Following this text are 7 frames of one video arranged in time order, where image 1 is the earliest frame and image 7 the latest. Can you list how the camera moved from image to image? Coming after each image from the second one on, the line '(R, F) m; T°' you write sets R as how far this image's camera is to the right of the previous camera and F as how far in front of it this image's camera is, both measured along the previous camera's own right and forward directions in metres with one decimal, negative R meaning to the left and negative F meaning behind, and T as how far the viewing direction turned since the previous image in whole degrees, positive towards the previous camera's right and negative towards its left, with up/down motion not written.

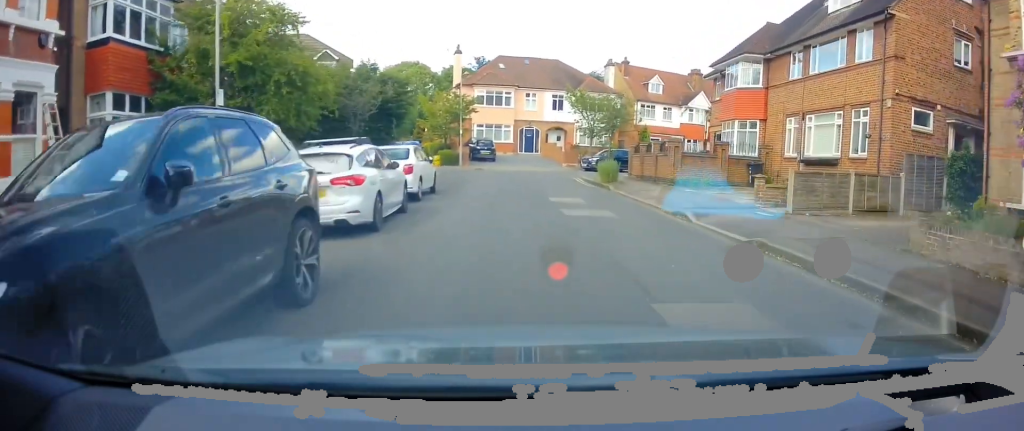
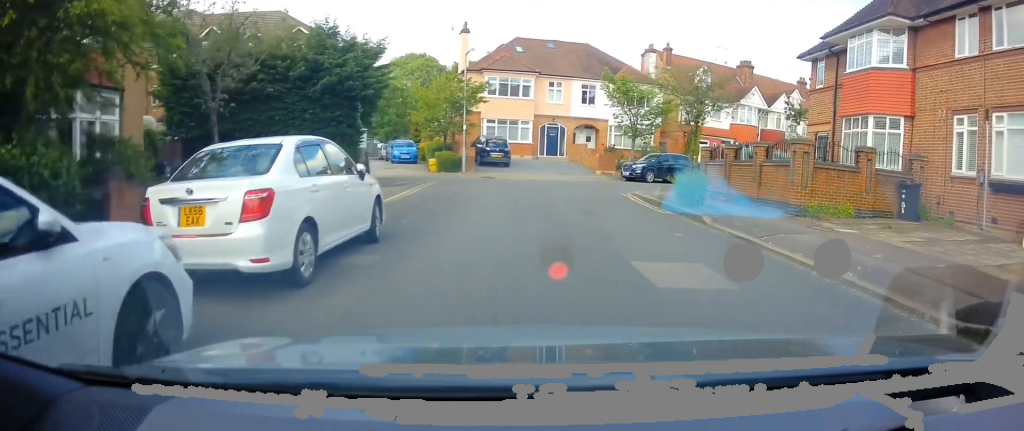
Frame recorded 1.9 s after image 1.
(0.0, +9.8) m; -1°
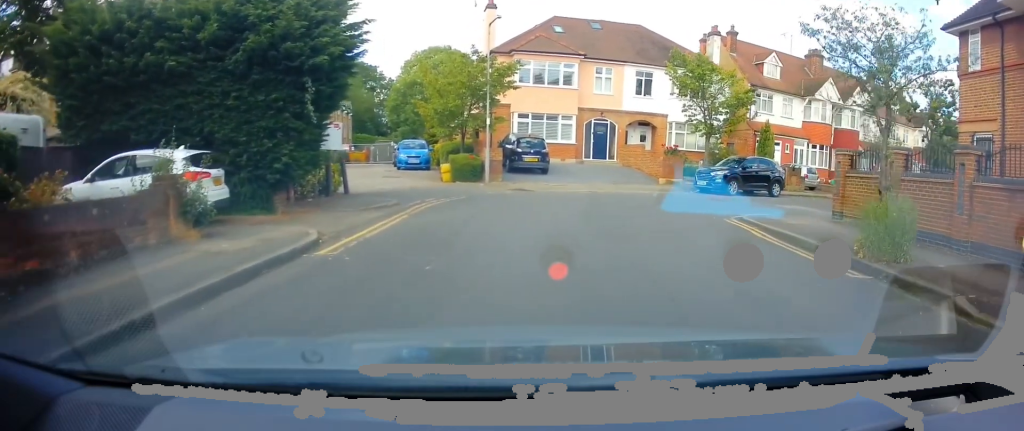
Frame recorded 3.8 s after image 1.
(-0.1, +8.0) m; -4°
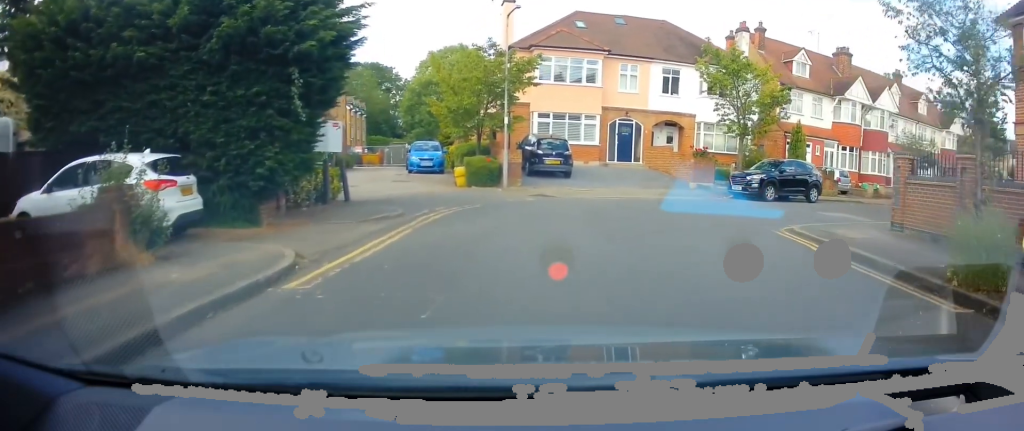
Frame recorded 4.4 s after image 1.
(-0.1, +2.1) m; -2°
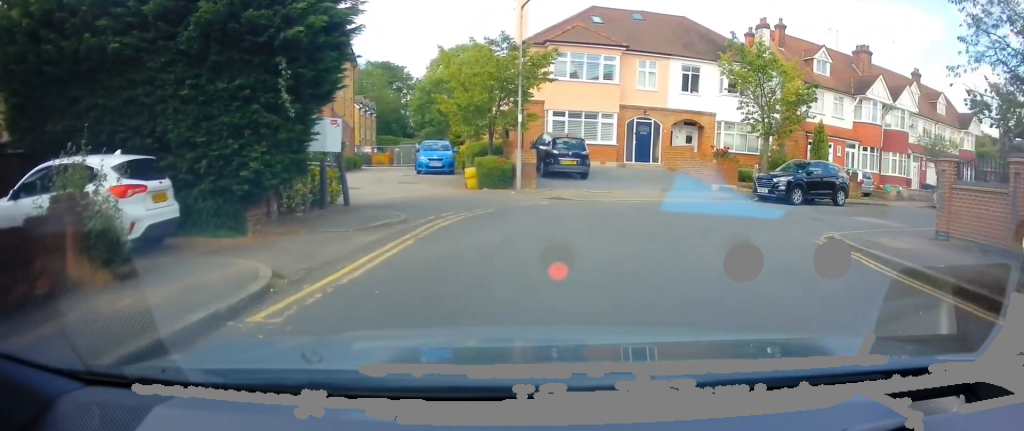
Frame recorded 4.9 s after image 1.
(0.0, +1.3) m; -1°
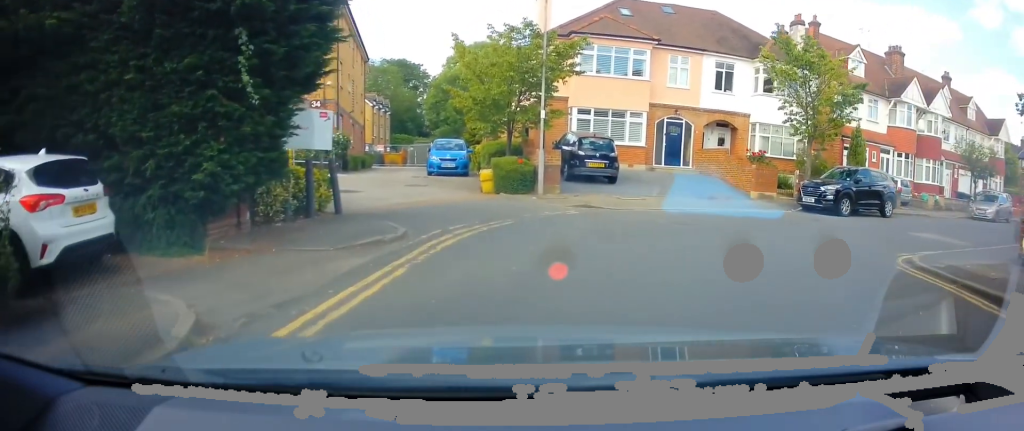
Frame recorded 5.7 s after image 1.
(0.0, +2.3) m; 0°
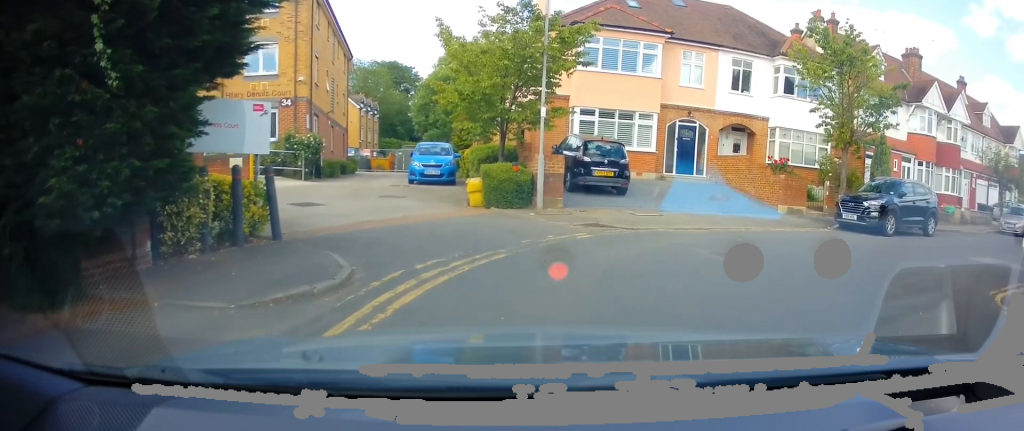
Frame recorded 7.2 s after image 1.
(+0.1, +2.8) m; +1°
